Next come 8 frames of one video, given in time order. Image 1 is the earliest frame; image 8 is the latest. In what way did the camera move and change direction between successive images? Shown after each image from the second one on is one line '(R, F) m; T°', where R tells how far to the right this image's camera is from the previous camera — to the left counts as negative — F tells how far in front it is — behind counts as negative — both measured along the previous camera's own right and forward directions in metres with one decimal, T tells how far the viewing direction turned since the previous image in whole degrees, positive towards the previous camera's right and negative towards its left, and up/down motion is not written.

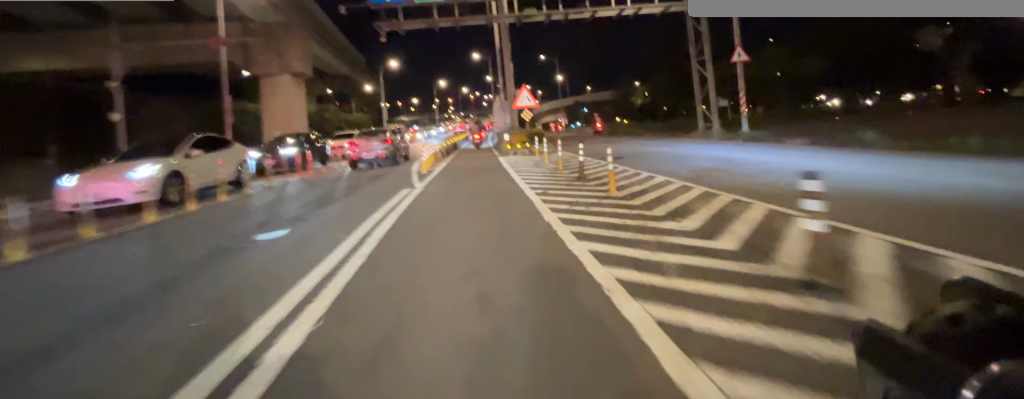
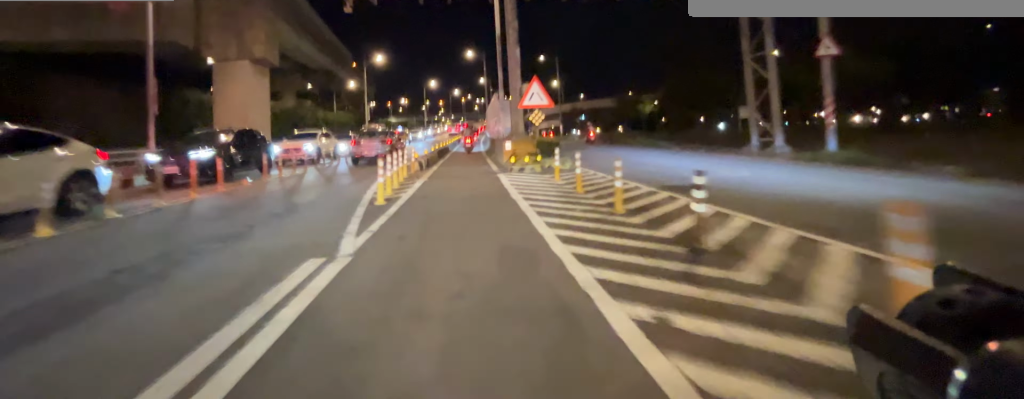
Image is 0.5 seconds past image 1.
(0.0, +4.3) m; +1°
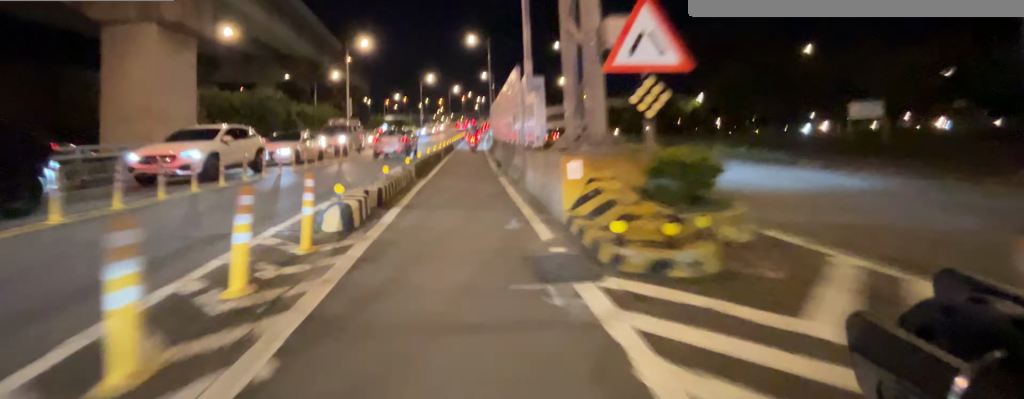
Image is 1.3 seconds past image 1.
(+0.2, +7.5) m; +2°
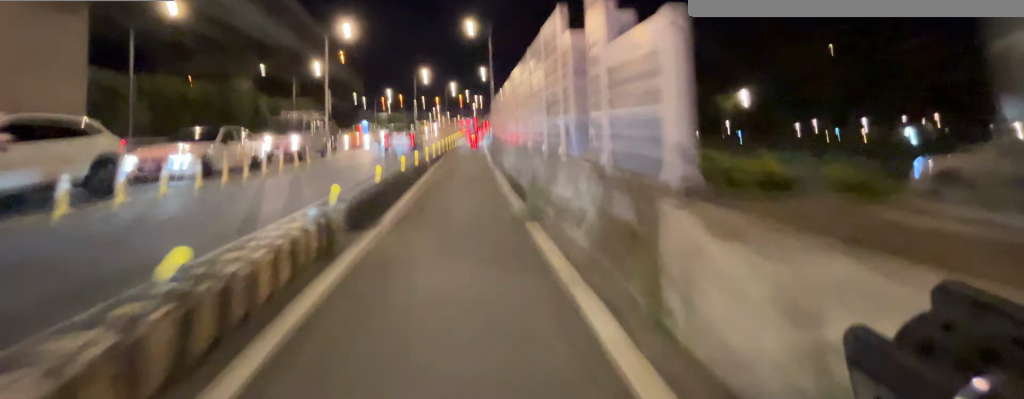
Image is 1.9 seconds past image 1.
(0.0, +5.1) m; 0°
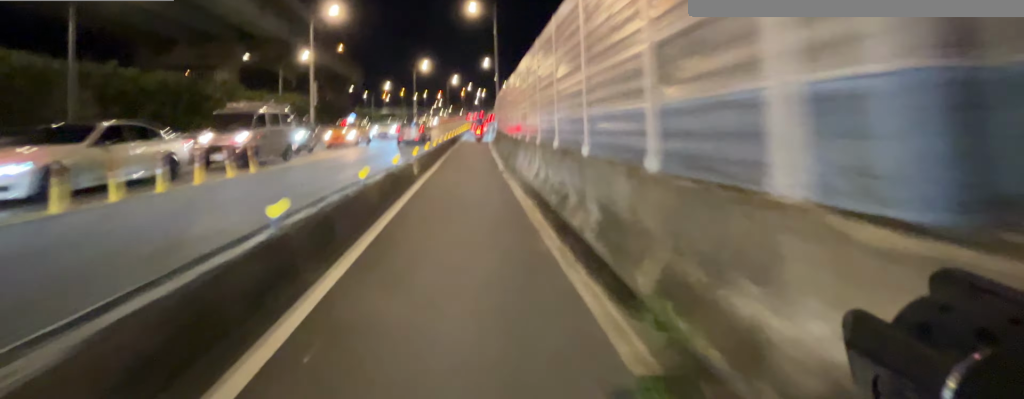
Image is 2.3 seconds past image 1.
(0.0, +3.6) m; 0°
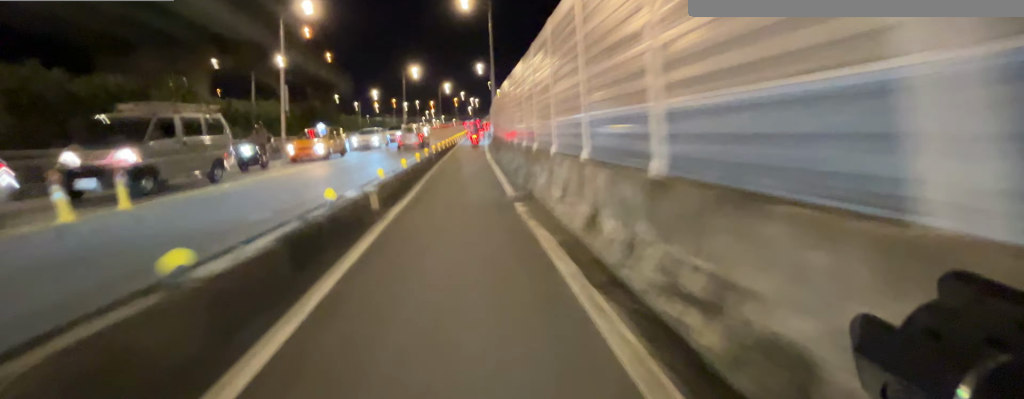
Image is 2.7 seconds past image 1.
(0.0, +3.2) m; 0°
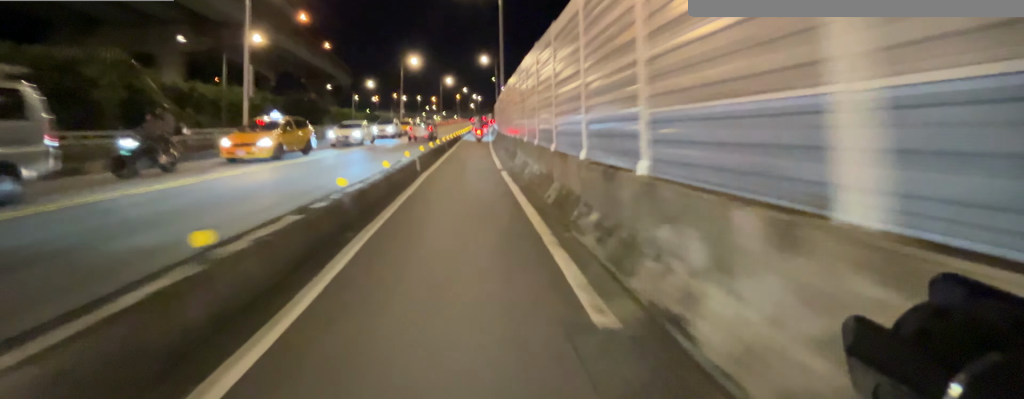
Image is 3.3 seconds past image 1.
(0.0, +4.2) m; 0°
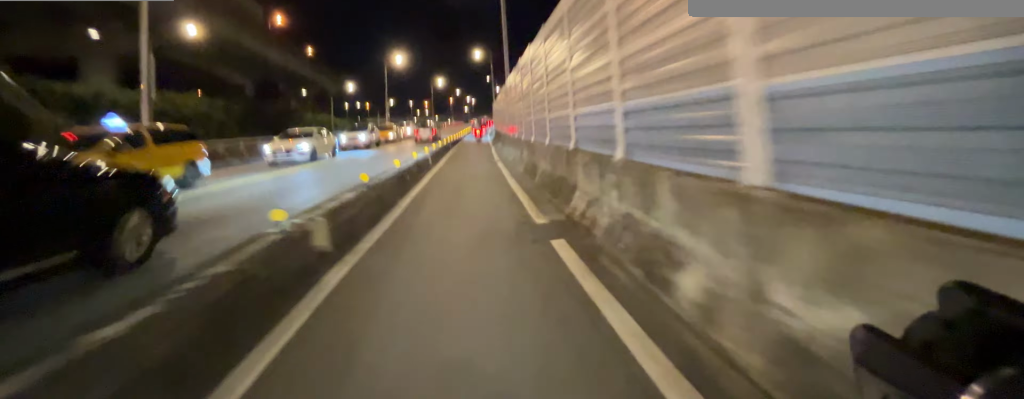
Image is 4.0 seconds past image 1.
(0.0, +5.9) m; -1°
